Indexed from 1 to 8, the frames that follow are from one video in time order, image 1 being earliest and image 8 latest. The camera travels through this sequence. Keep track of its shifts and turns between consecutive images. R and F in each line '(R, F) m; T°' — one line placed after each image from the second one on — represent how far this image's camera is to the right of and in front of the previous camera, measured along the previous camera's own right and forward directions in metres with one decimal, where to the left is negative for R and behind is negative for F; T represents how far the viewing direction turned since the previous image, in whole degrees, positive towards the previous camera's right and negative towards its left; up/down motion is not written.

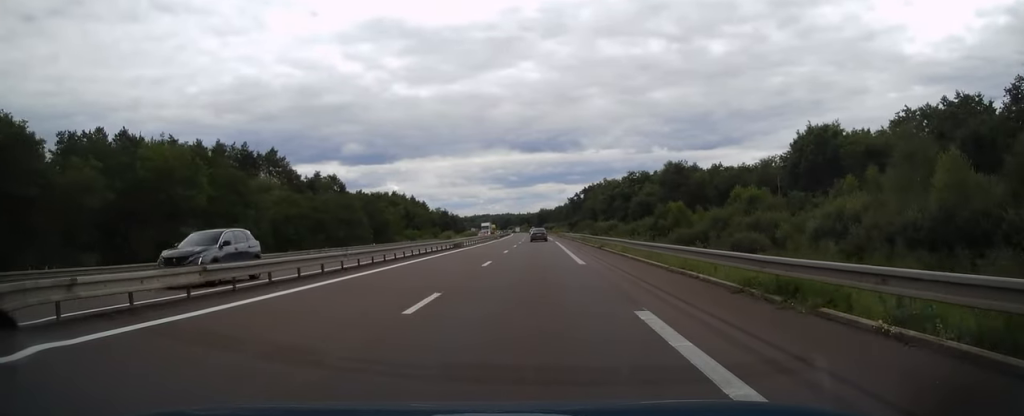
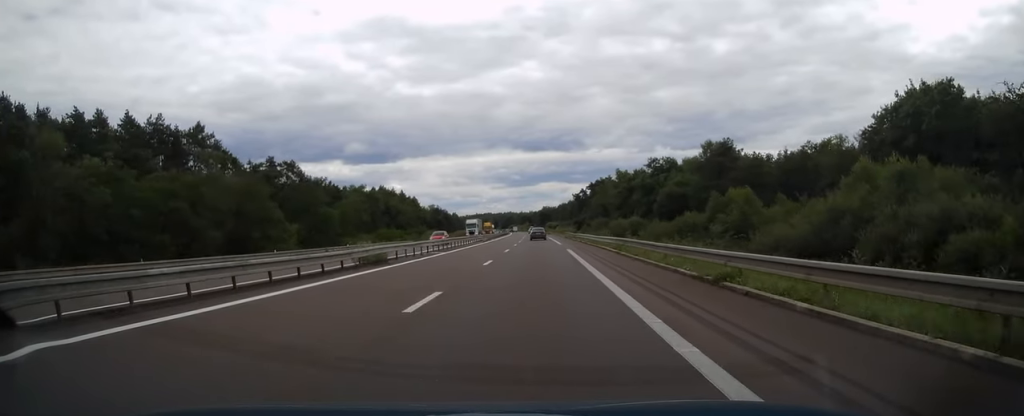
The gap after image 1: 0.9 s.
(0.0, +26.2) m; 0°
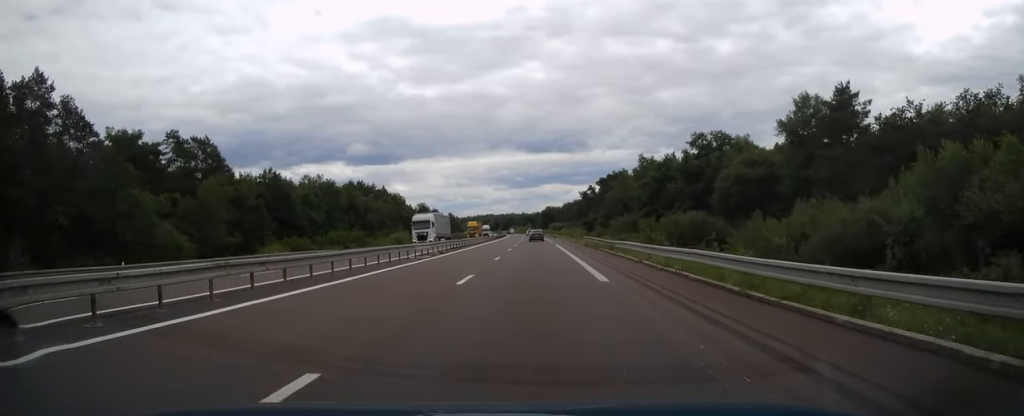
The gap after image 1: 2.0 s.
(0.0, +33.4) m; 0°
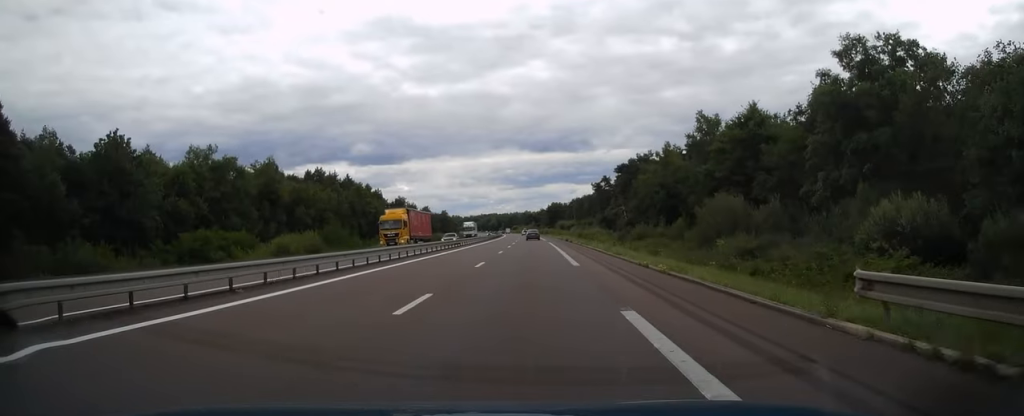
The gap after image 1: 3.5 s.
(-0.3, +44.8) m; -1°
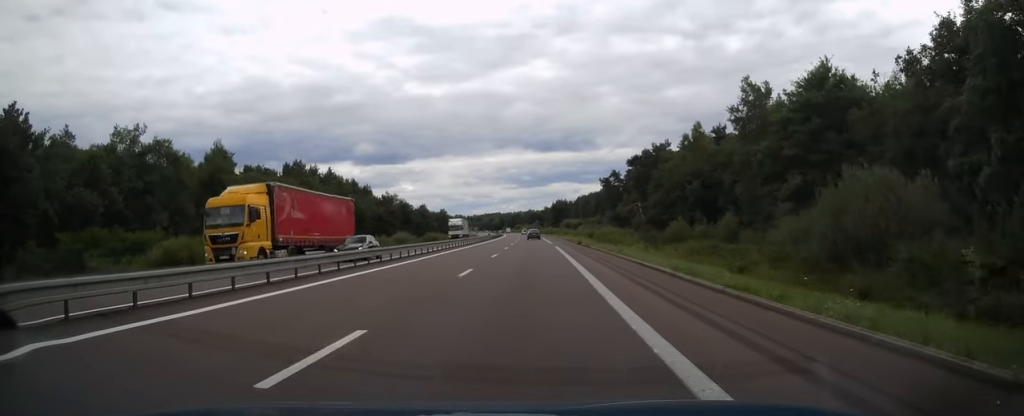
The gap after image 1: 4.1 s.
(0.0, +17.8) m; 0°
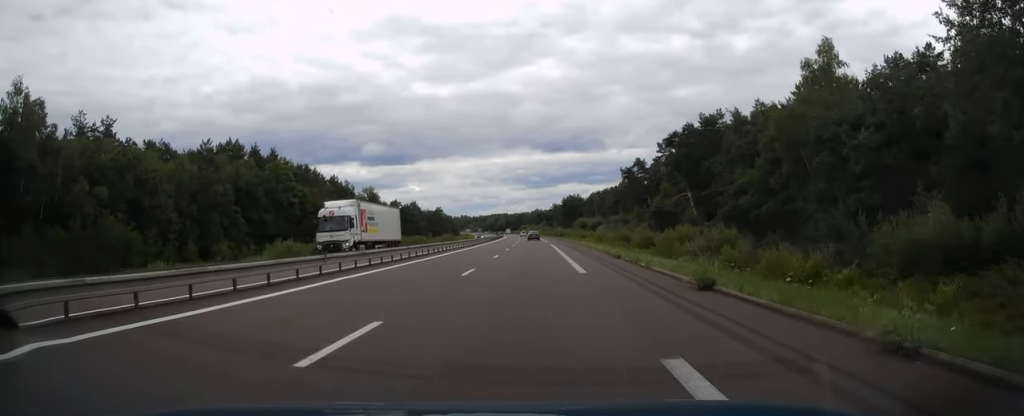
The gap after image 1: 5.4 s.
(-0.1, +38.0) m; -1°
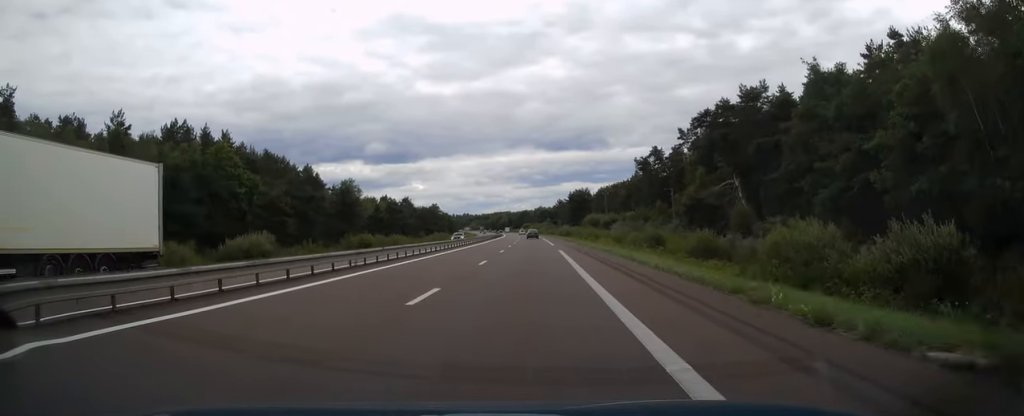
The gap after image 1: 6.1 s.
(-0.1, +20.7) m; 0°
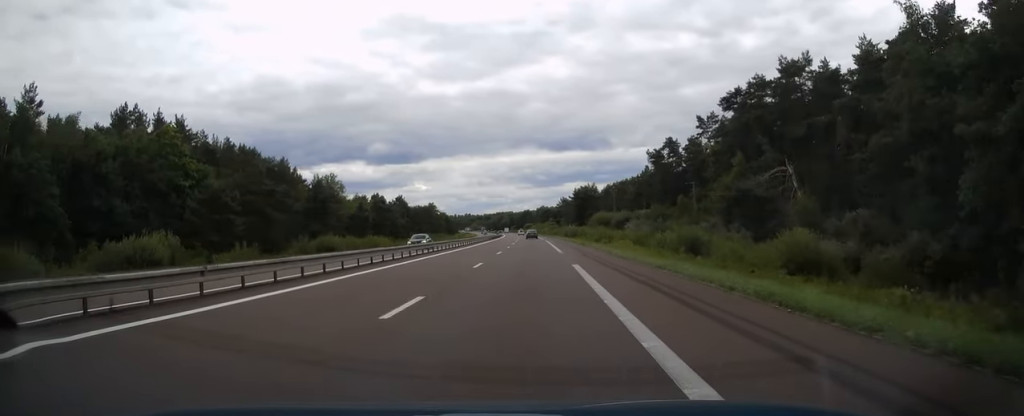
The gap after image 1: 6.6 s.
(0.0, +14.8) m; 0°
